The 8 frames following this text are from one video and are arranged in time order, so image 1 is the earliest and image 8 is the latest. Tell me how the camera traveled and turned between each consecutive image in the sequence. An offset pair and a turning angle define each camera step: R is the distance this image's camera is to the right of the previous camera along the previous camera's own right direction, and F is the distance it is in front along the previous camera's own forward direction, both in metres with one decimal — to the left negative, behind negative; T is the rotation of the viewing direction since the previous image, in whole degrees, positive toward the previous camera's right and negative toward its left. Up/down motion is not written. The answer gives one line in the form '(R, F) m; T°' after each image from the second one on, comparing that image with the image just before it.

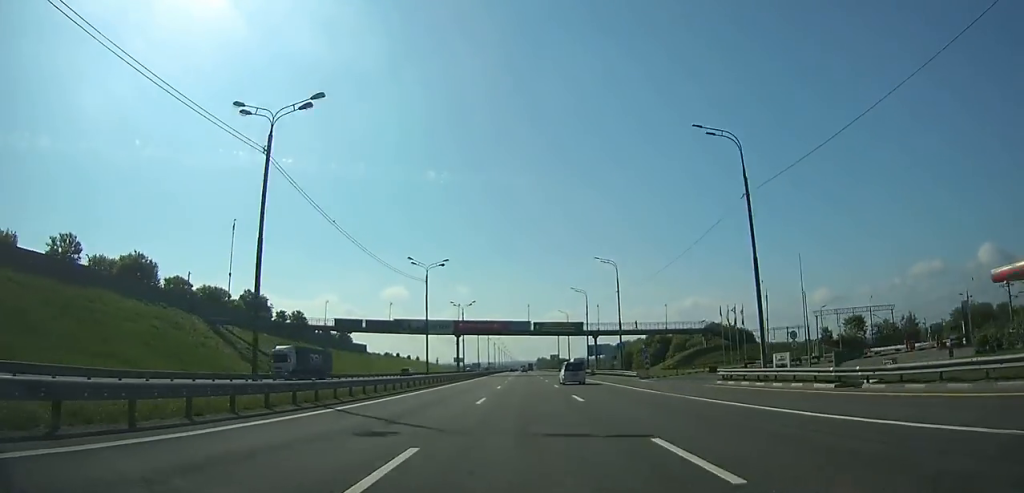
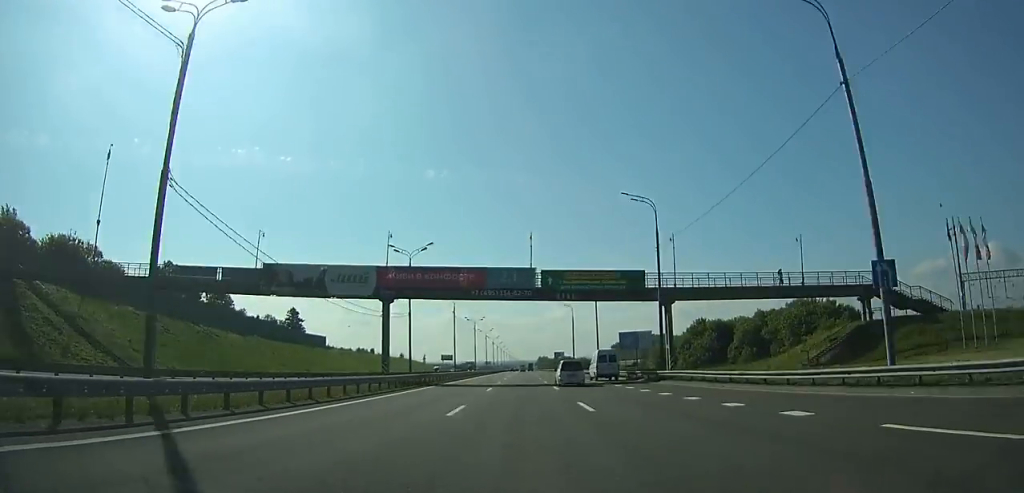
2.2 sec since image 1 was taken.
(0.0, +54.0) m; 0°
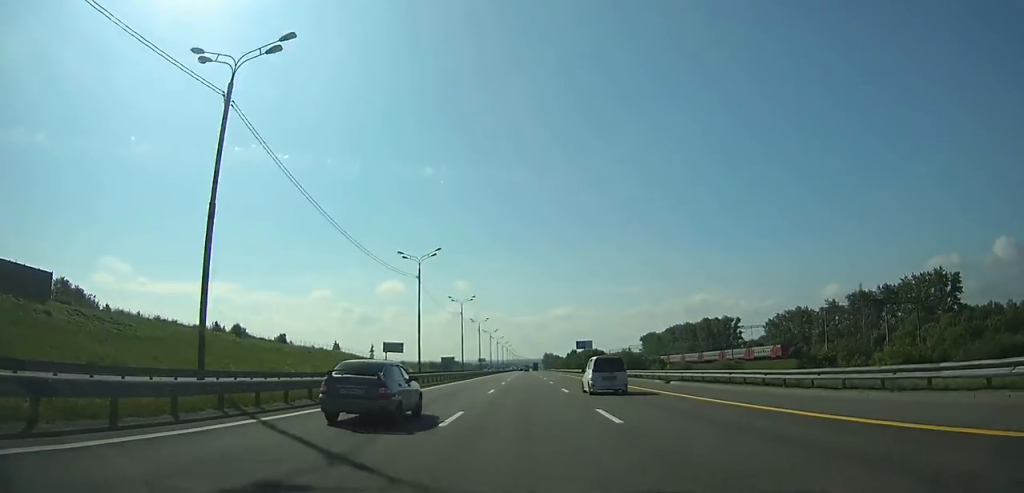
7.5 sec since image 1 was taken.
(-0.8, +130.9) m; -1°
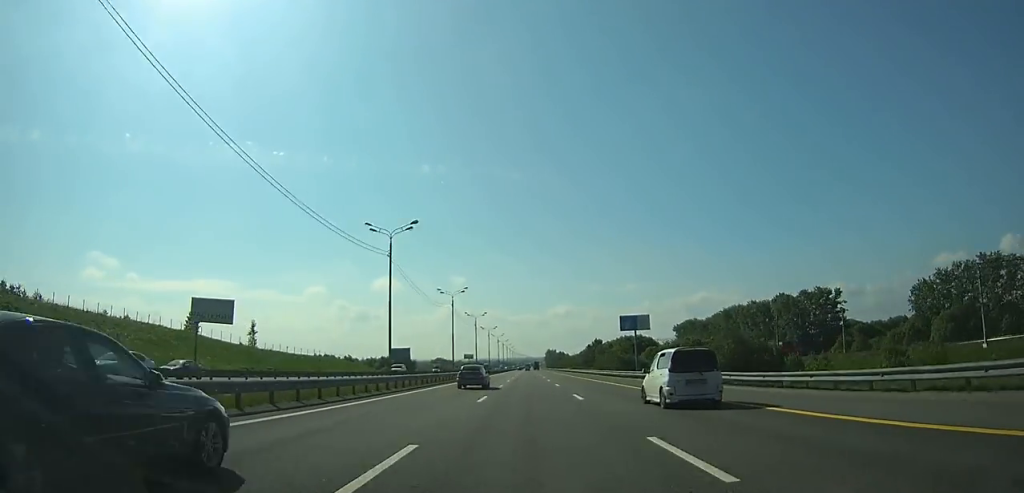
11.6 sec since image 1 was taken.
(+0.2, +103.2) m; 0°
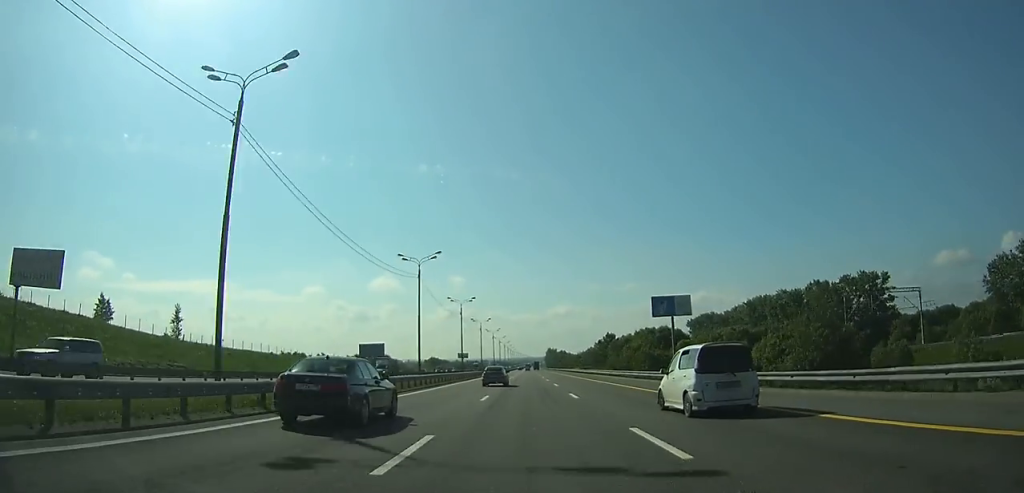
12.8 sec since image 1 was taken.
(0.0, +30.5) m; 0°
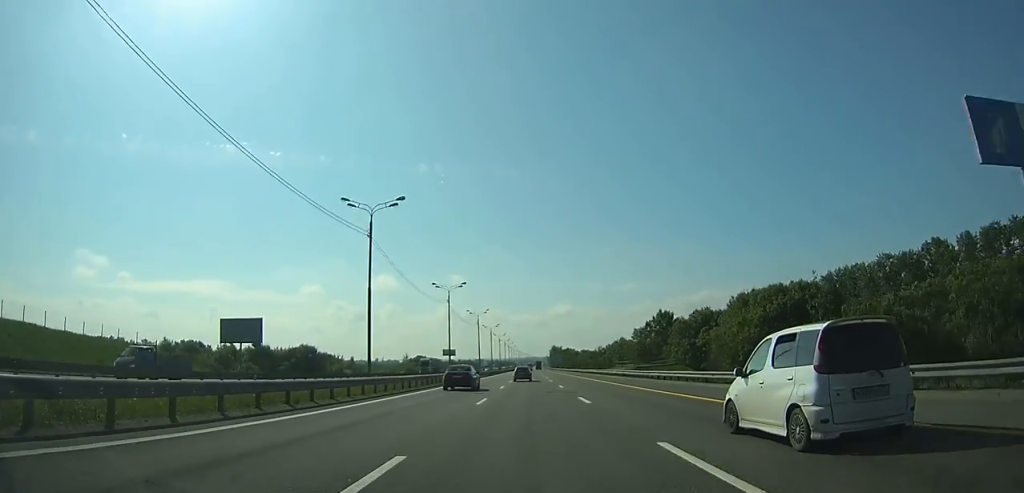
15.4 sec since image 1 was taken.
(0.0, +66.6) m; 0°
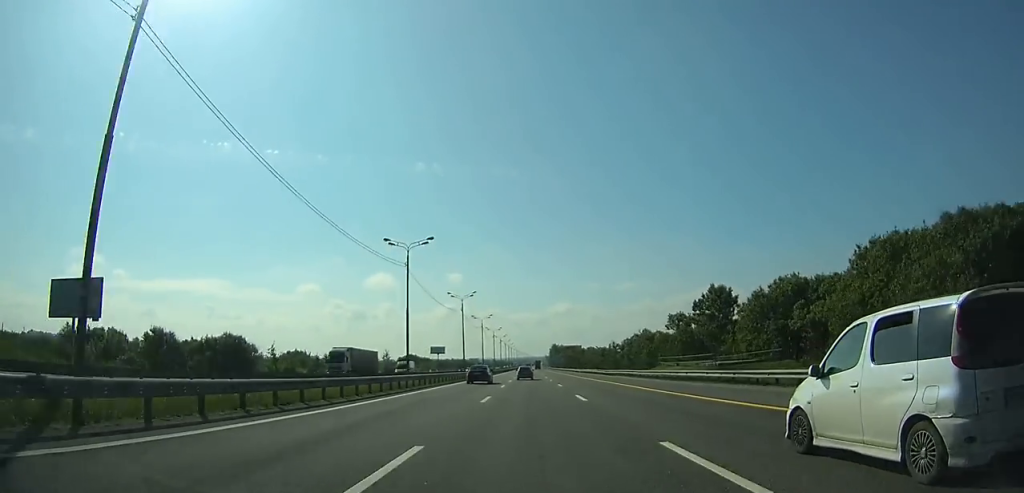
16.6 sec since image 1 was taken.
(0.0, +30.8) m; 0°
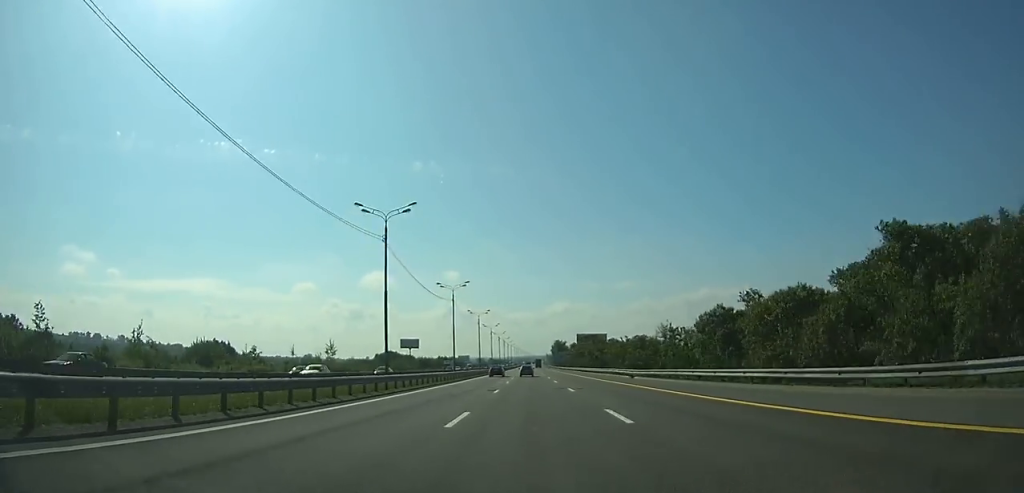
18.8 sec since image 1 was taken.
(+0.1, +57.1) m; 0°
